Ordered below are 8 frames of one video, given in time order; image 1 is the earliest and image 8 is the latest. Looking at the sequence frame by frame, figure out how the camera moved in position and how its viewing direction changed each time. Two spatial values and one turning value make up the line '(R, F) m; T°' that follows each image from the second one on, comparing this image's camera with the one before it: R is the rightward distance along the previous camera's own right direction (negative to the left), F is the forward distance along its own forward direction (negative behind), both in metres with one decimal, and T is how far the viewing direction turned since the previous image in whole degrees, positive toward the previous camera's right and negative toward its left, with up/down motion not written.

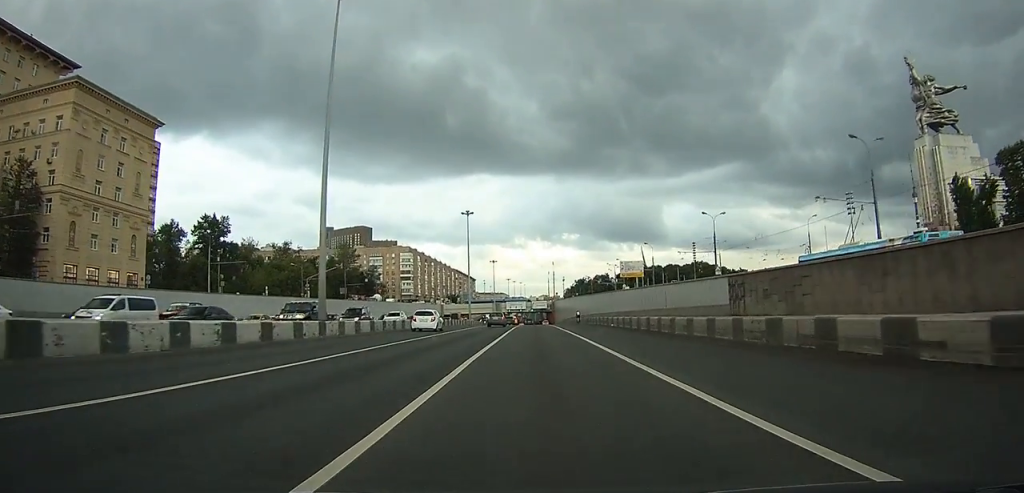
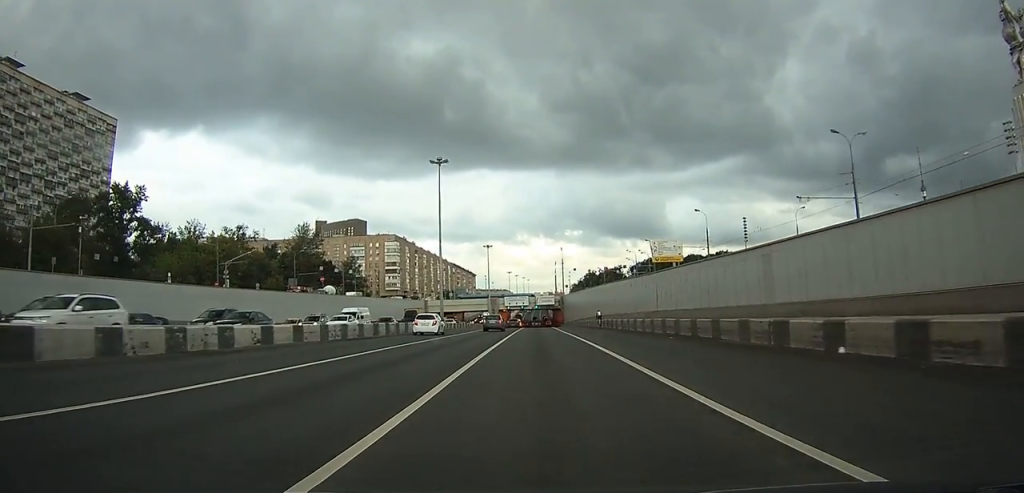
(-0.2, +37.6) m; 0°
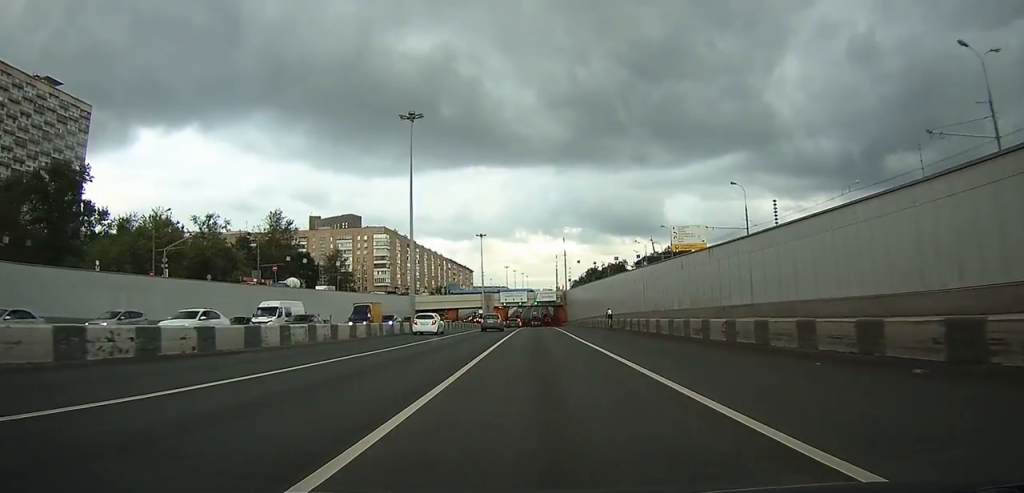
(+0.2, +16.7) m; +2°
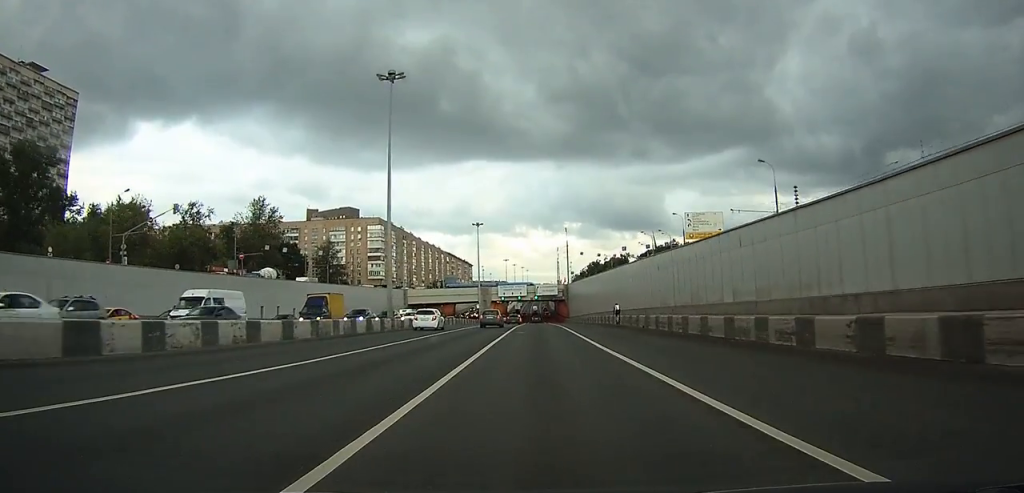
(+0.2, +8.7) m; +1°
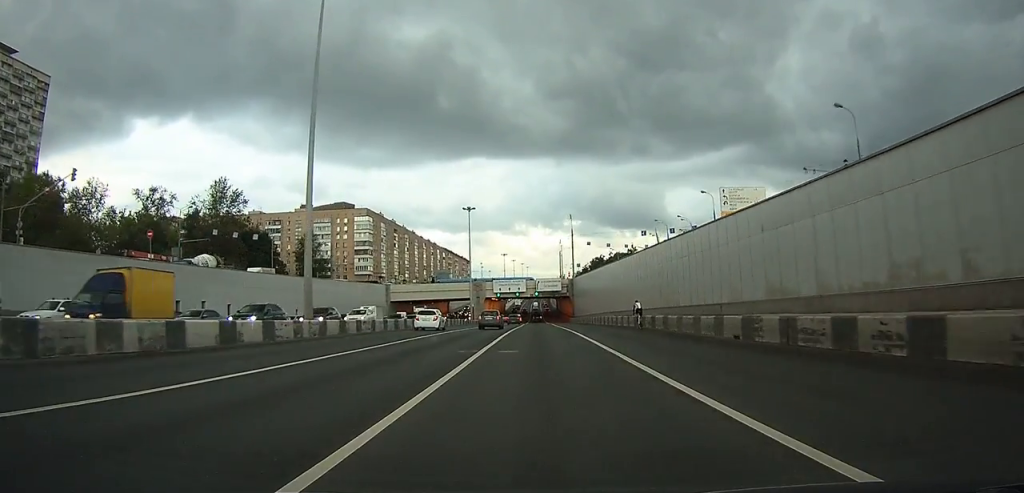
(+0.2, +16.7) m; 0°
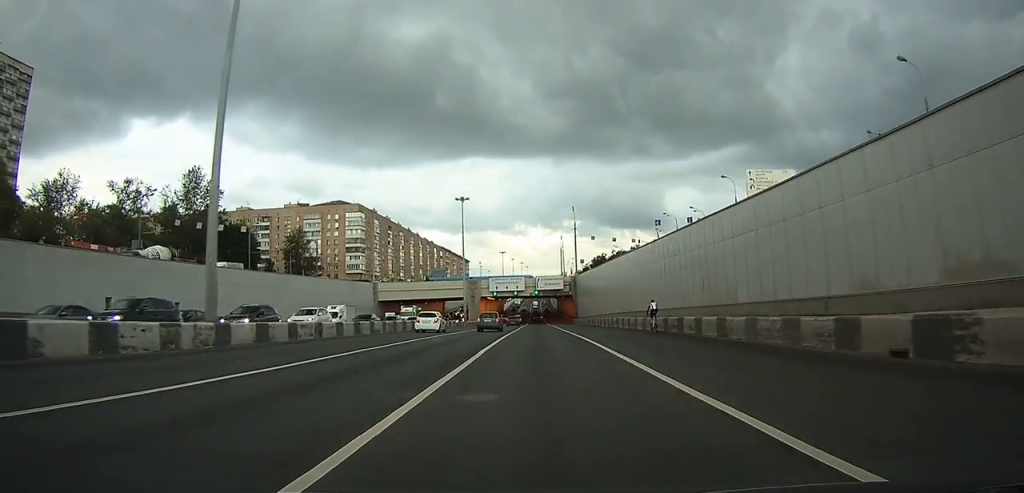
(-0.1, +9.1) m; -1°
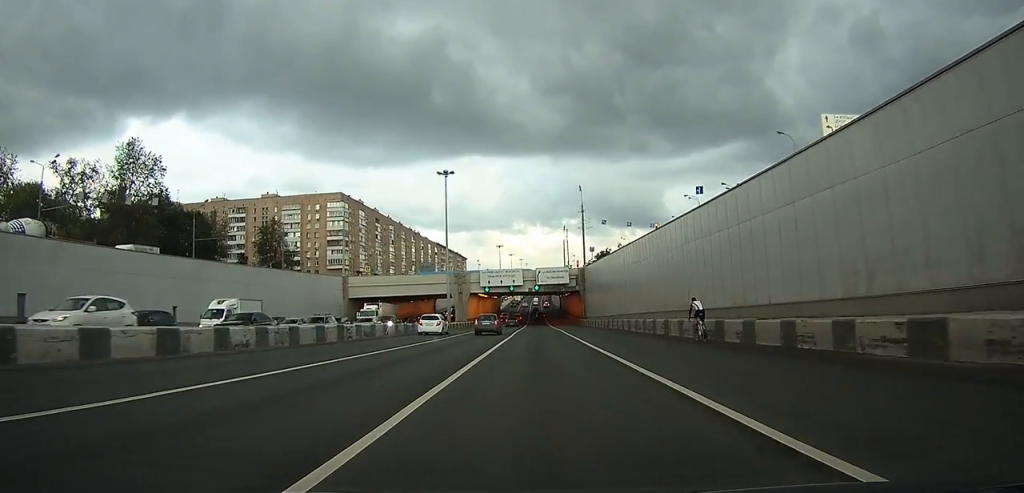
(-0.2, +17.9) m; -1°
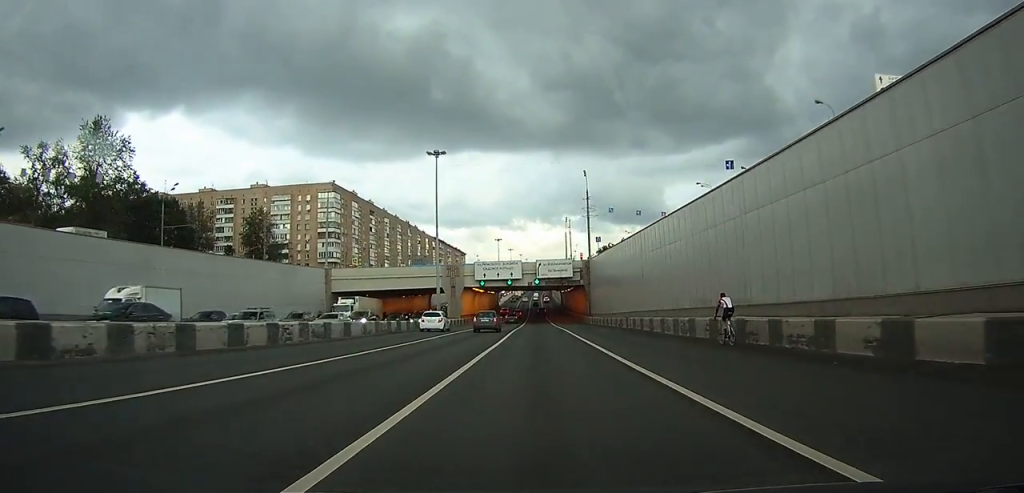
(0.0, +8.2) m; 0°
